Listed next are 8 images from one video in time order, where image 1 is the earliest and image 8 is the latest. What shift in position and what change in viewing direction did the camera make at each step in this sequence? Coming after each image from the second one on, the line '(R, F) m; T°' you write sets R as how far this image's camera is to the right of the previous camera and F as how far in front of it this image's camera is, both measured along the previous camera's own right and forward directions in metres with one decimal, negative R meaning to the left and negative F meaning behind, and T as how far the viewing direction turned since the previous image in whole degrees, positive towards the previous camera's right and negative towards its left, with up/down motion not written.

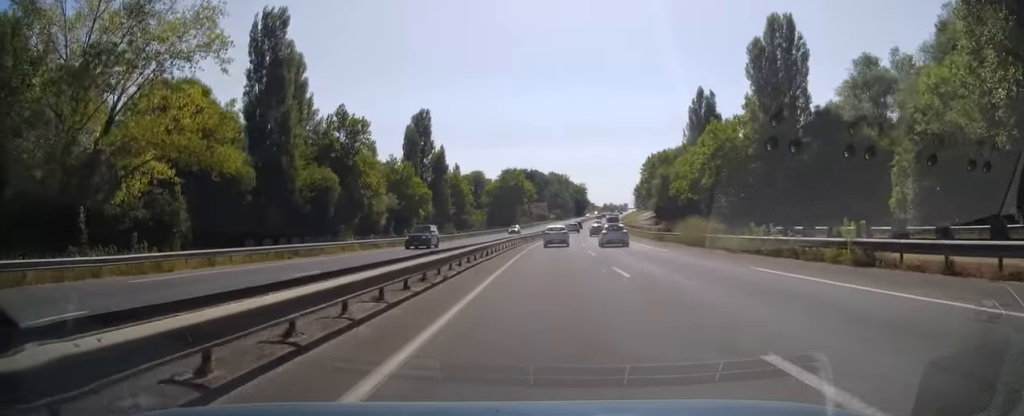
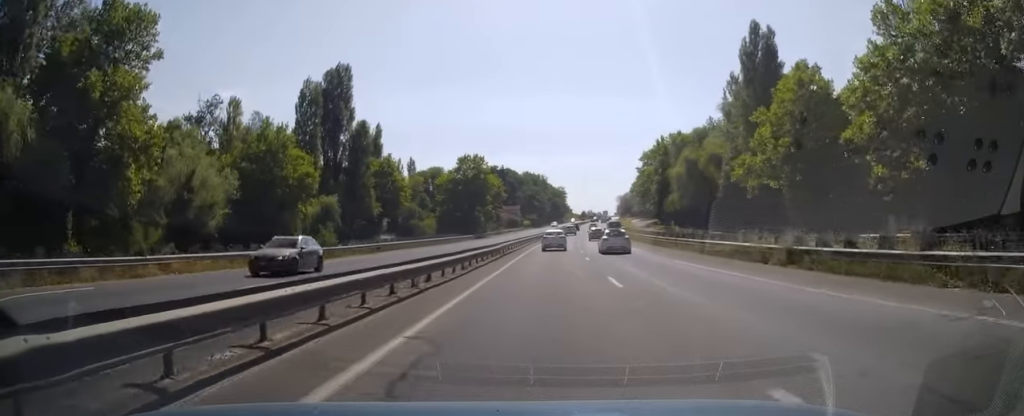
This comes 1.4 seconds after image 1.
(+1.3, +40.1) m; +2°
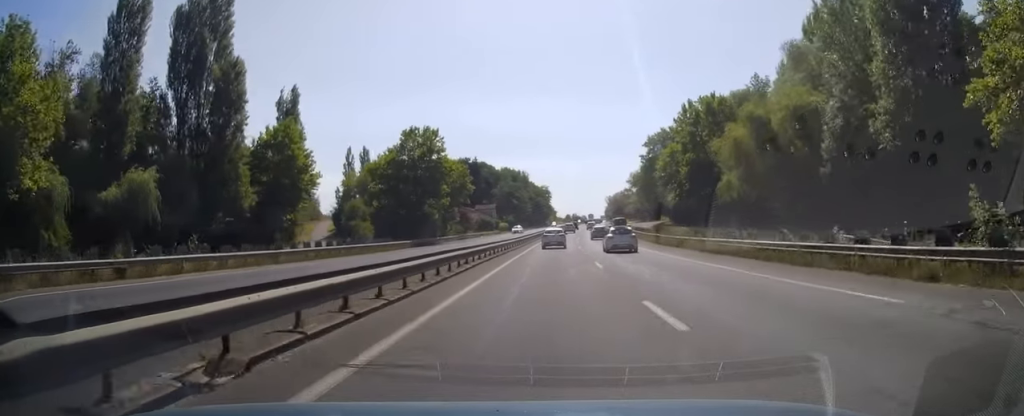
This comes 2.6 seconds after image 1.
(-0.2, +32.7) m; +2°
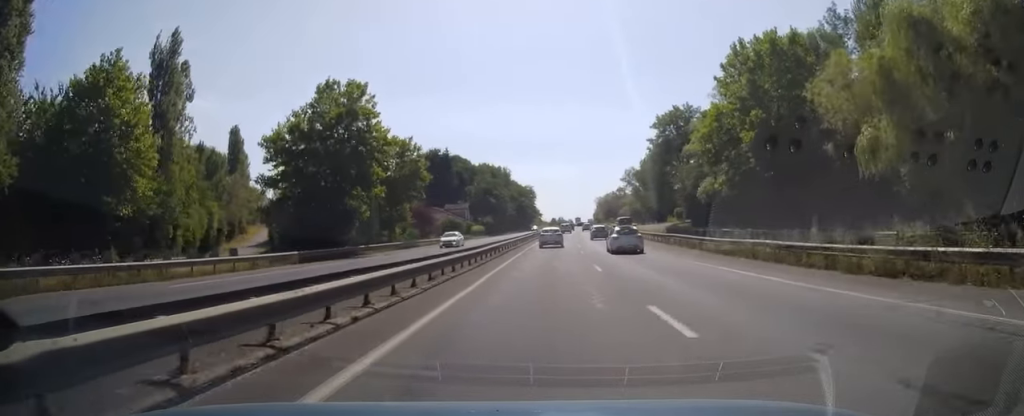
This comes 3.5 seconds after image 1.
(+0.8, +26.6) m; +2°
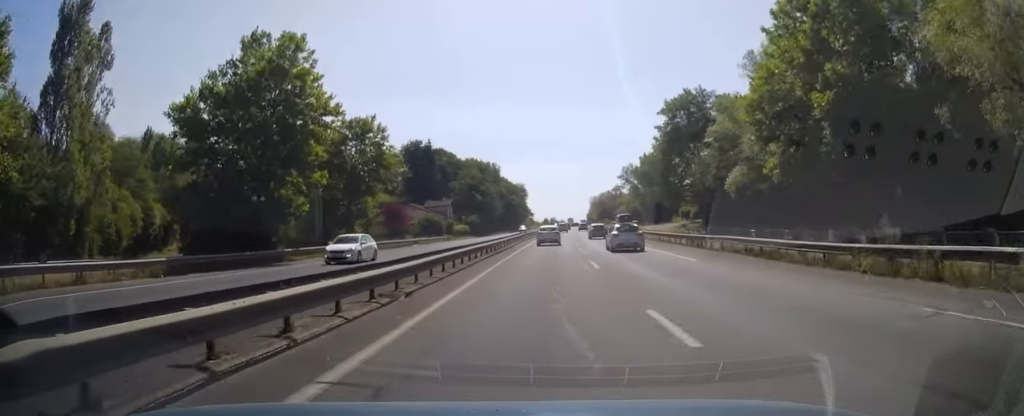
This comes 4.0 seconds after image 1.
(+0.2, +13.3) m; 0°
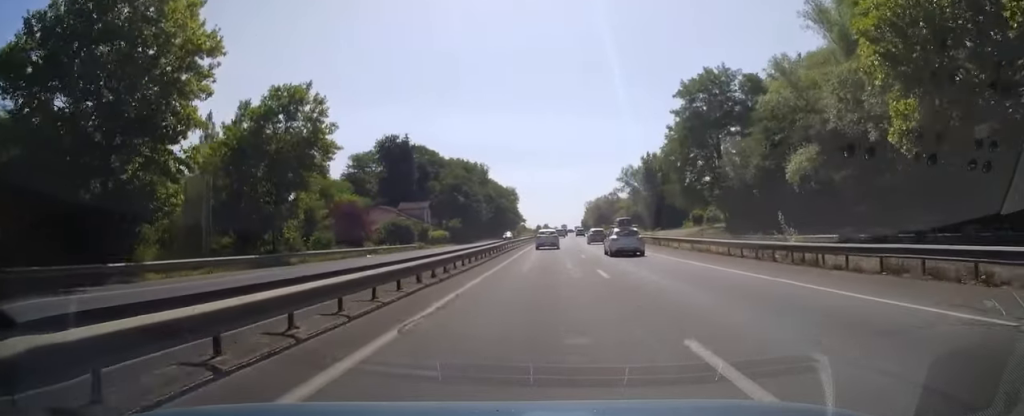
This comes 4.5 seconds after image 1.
(+0.1, +15.7) m; 0°
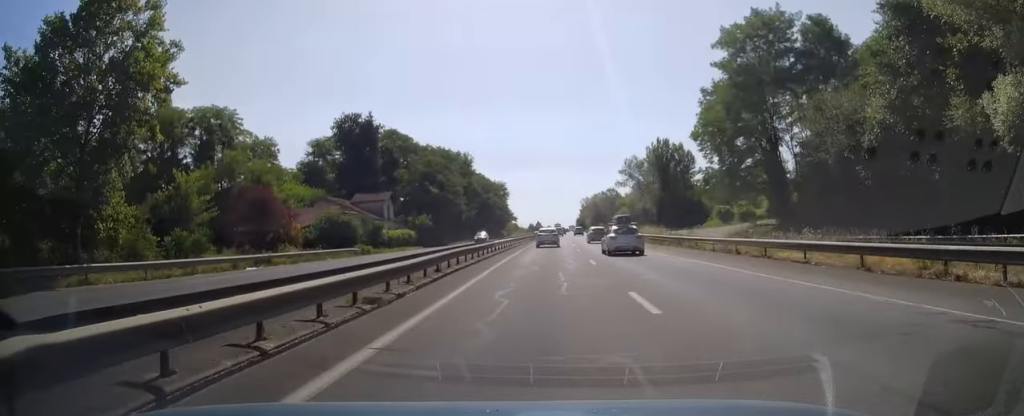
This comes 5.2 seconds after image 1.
(0.0, +20.9) m; +1°
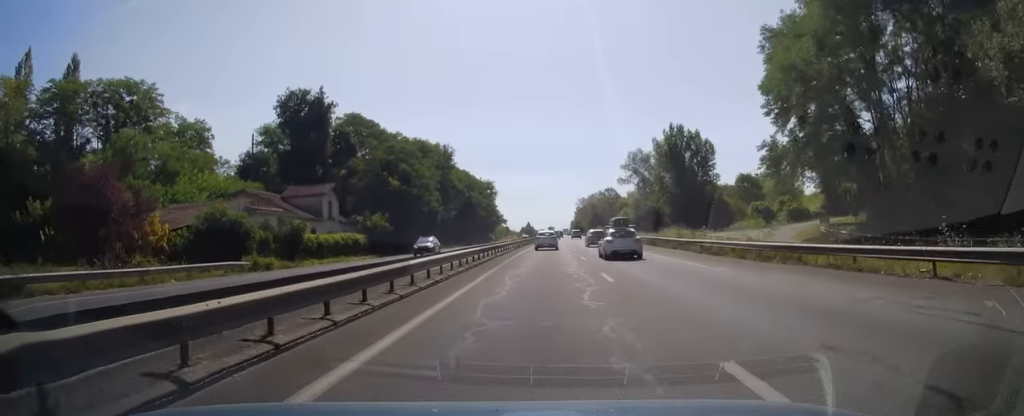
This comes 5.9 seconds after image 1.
(+0.2, +19.5) m; +1°
